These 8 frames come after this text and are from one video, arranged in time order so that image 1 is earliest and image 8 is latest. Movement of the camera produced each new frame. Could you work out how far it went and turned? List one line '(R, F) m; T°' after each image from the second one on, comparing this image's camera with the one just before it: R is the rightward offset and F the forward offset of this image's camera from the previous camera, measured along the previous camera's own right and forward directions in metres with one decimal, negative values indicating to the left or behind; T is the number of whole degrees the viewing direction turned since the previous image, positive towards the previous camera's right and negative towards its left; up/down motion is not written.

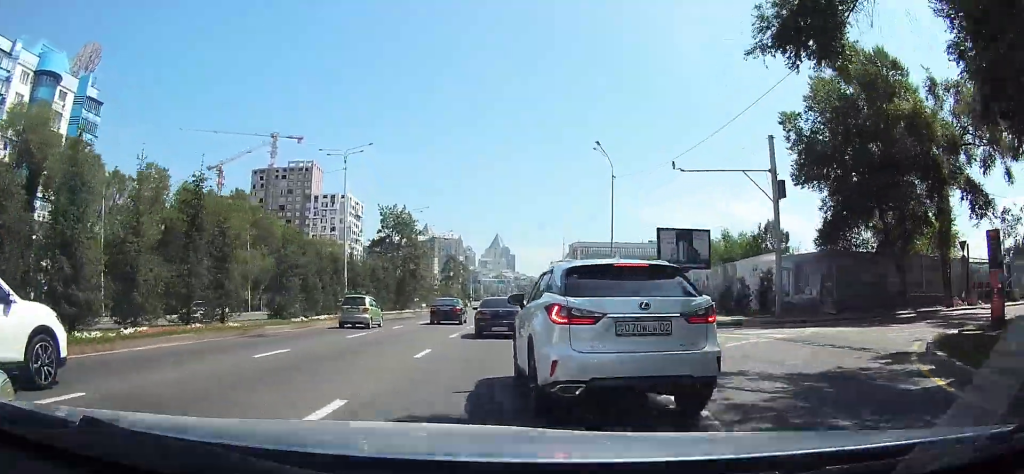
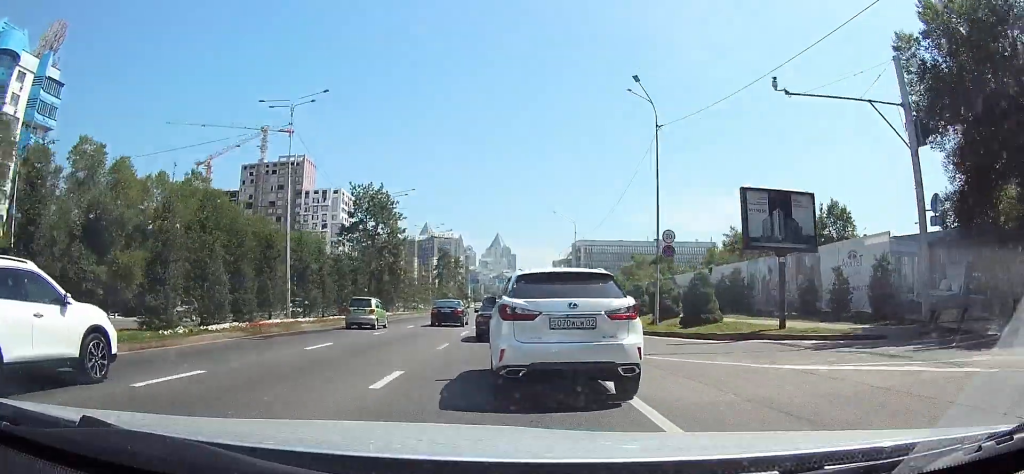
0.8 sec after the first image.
(0.0, +12.8) m; 0°
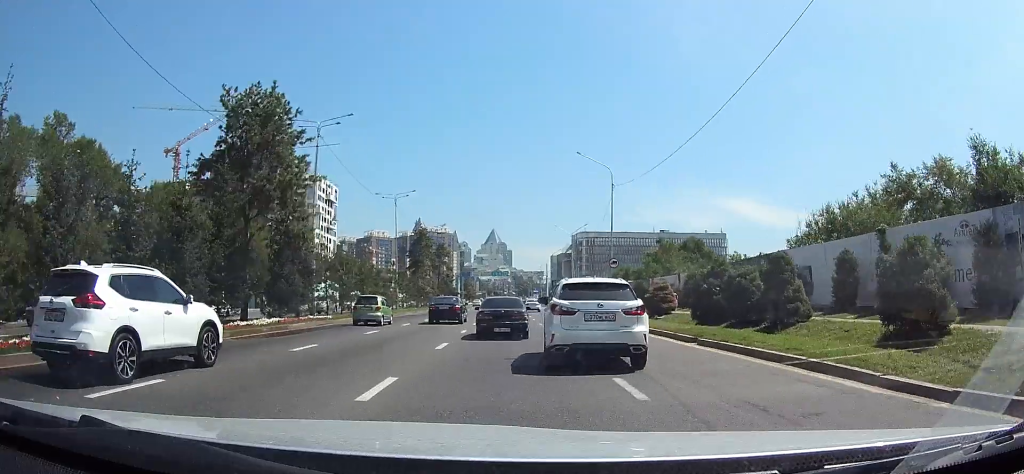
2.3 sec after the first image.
(-0.1, +26.0) m; 0°
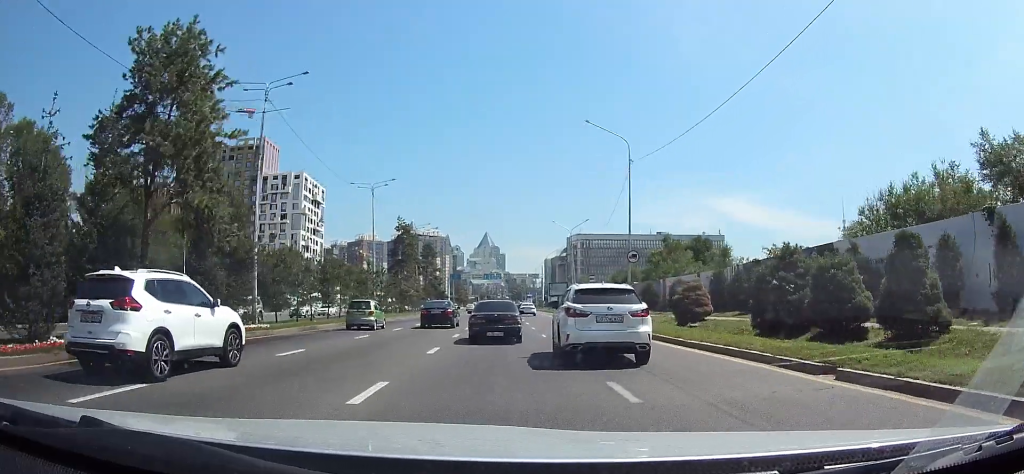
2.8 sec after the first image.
(+0.1, +8.3) m; 0°
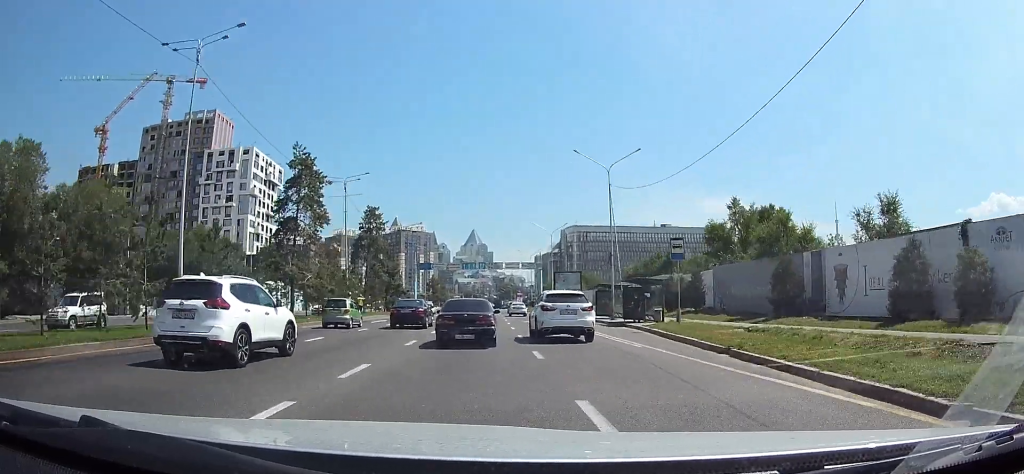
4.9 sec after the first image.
(+0.2, +34.3) m; +1°
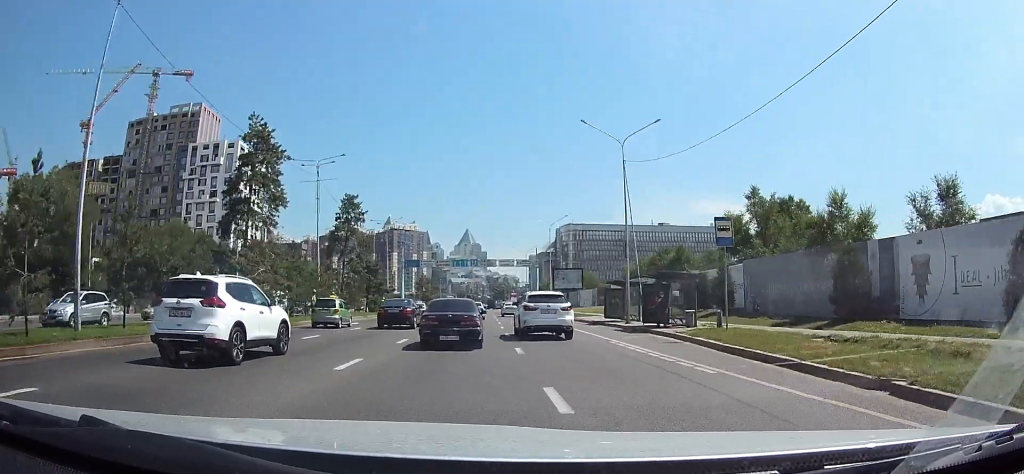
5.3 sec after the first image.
(+0.1, +6.9) m; +1°
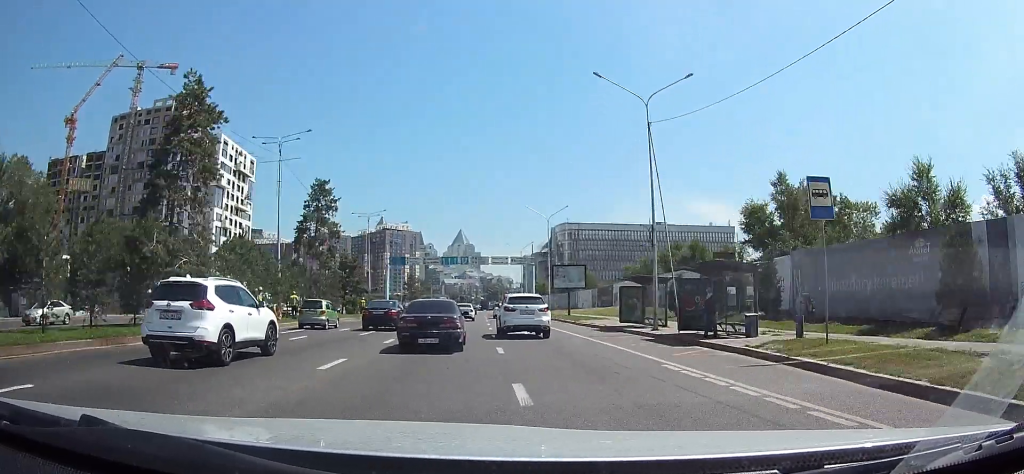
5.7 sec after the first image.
(0.0, +7.5) m; 0°
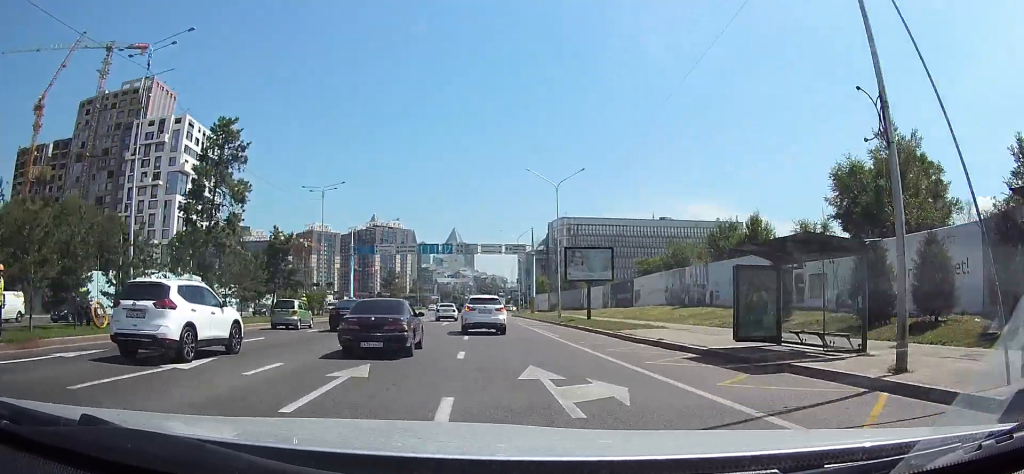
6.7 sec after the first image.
(0.0, +17.6) m; 0°
